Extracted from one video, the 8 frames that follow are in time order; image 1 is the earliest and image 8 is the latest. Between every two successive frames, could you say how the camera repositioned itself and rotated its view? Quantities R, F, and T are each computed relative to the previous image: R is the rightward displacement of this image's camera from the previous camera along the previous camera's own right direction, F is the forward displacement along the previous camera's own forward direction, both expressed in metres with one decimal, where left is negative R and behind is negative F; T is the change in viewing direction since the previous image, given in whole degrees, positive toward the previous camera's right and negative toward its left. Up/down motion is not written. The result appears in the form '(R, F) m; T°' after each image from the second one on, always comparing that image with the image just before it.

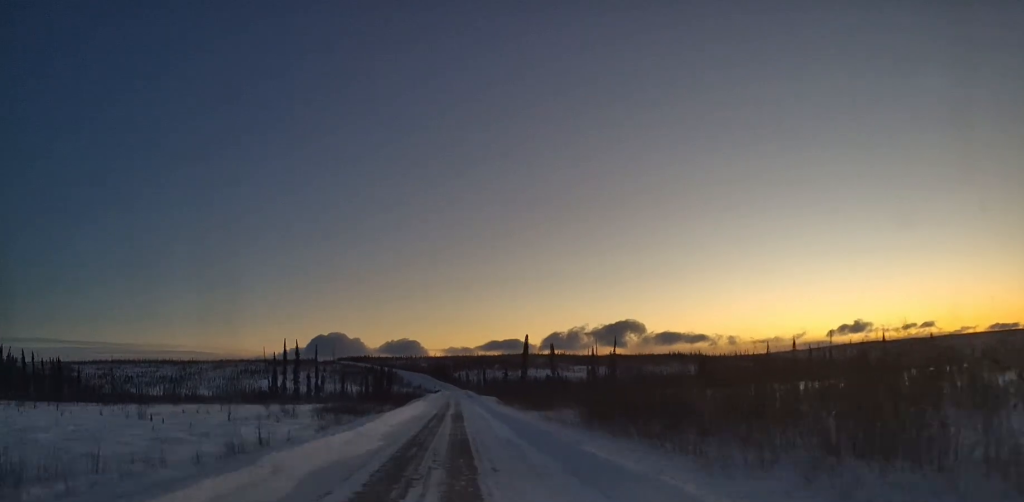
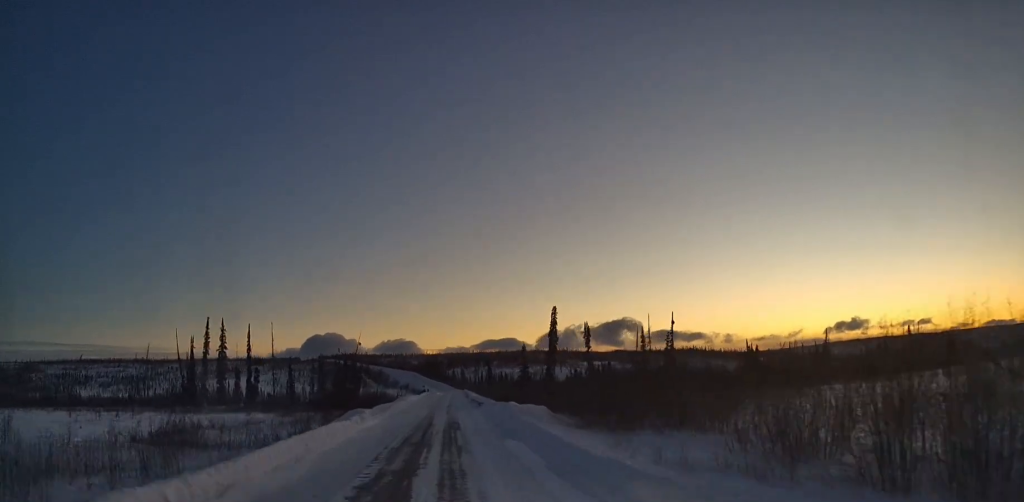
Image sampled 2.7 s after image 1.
(0.0, +69.1) m; 0°
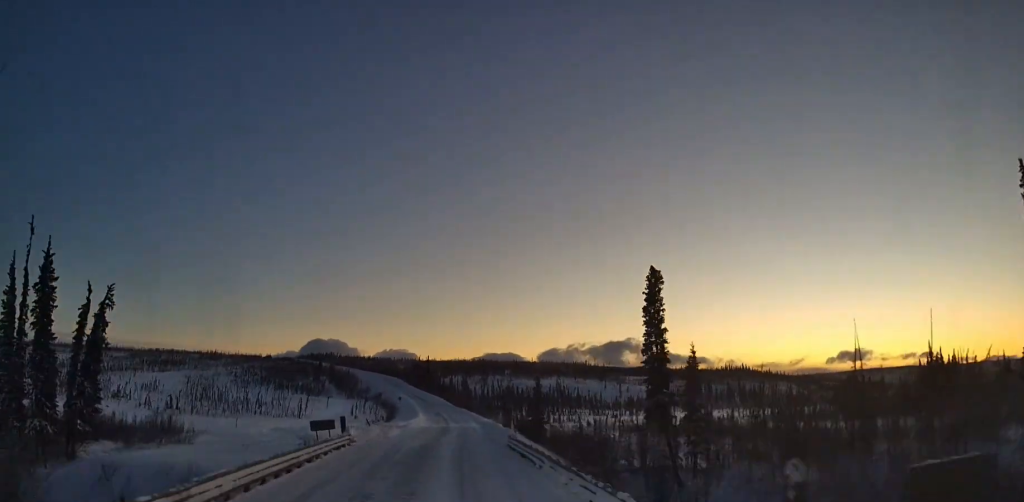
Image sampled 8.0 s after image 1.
(+0.6, +133.1) m; 0°
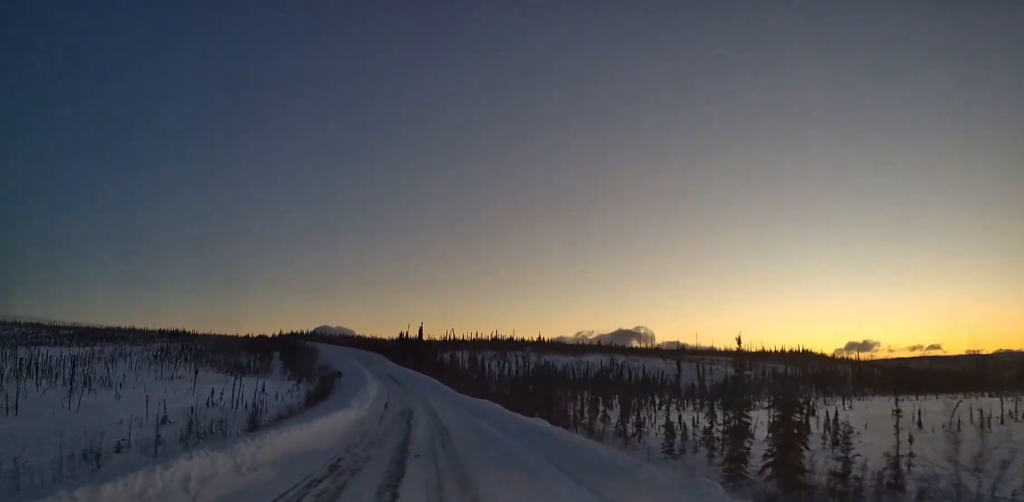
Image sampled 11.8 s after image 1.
(+0.2, +95.7) m; -2°
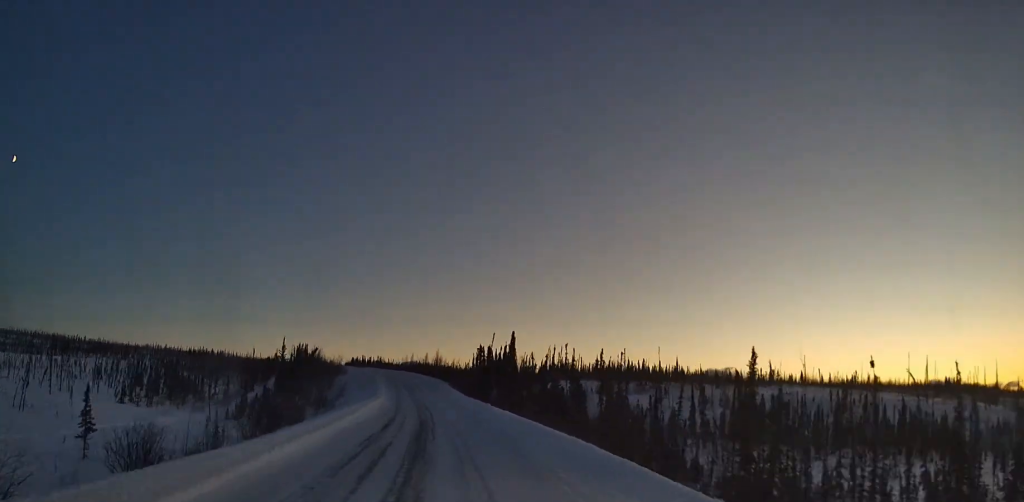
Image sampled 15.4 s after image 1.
(-1.0, +86.1) m; -6°
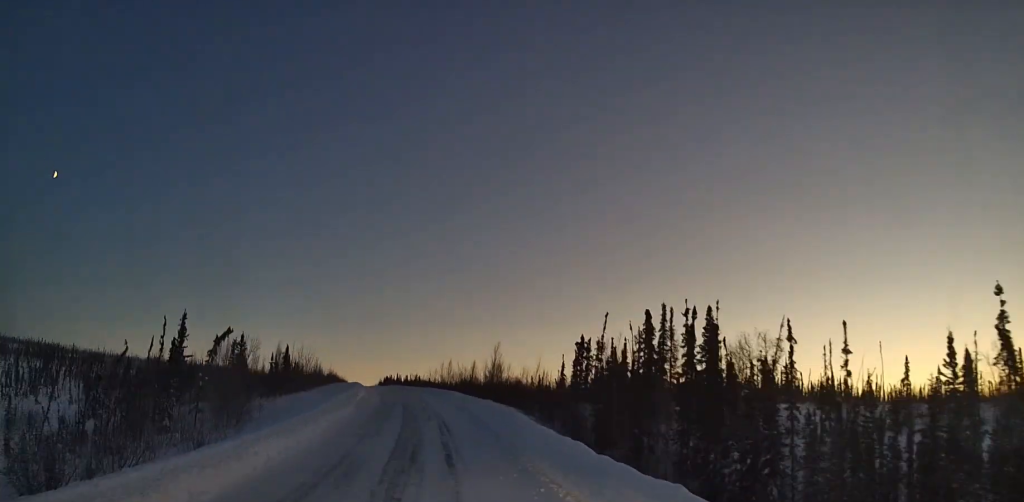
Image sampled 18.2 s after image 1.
(-6.5, +68.2) m; -4°
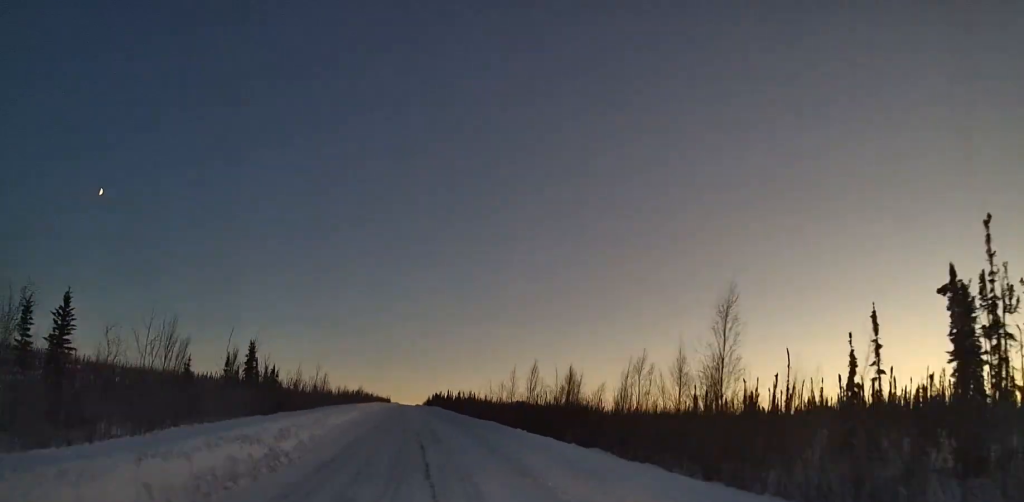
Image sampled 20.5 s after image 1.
(-1.0, +51.3) m; -3°
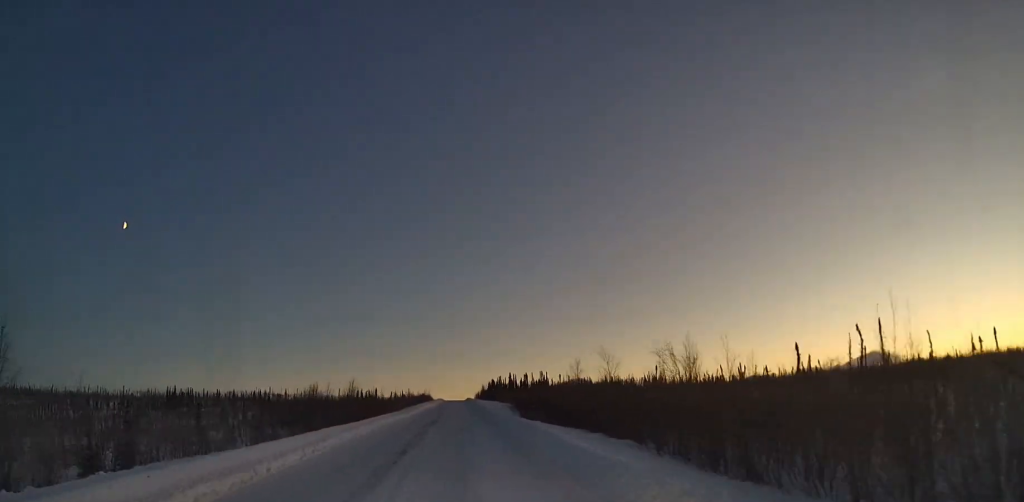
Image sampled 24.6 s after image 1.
(-2.9, +90.3) m; -5°
